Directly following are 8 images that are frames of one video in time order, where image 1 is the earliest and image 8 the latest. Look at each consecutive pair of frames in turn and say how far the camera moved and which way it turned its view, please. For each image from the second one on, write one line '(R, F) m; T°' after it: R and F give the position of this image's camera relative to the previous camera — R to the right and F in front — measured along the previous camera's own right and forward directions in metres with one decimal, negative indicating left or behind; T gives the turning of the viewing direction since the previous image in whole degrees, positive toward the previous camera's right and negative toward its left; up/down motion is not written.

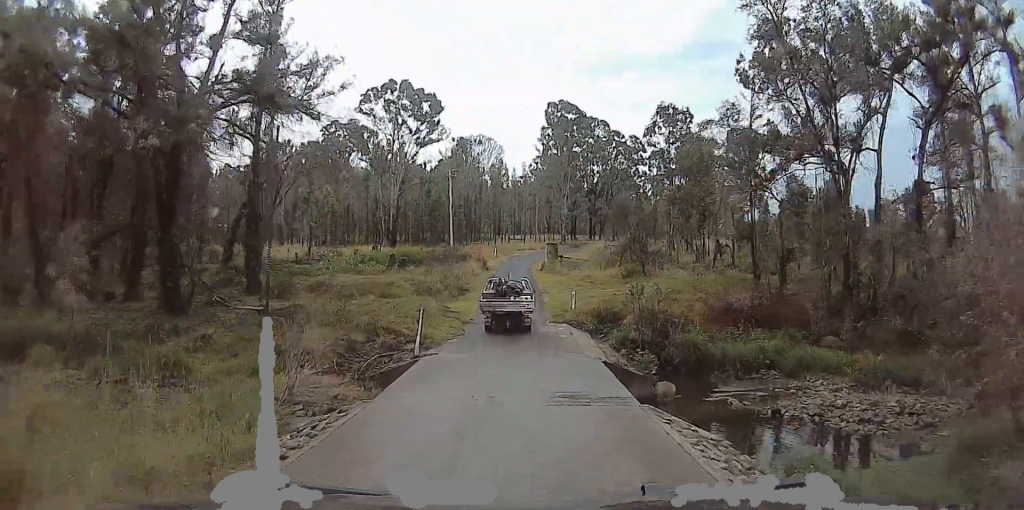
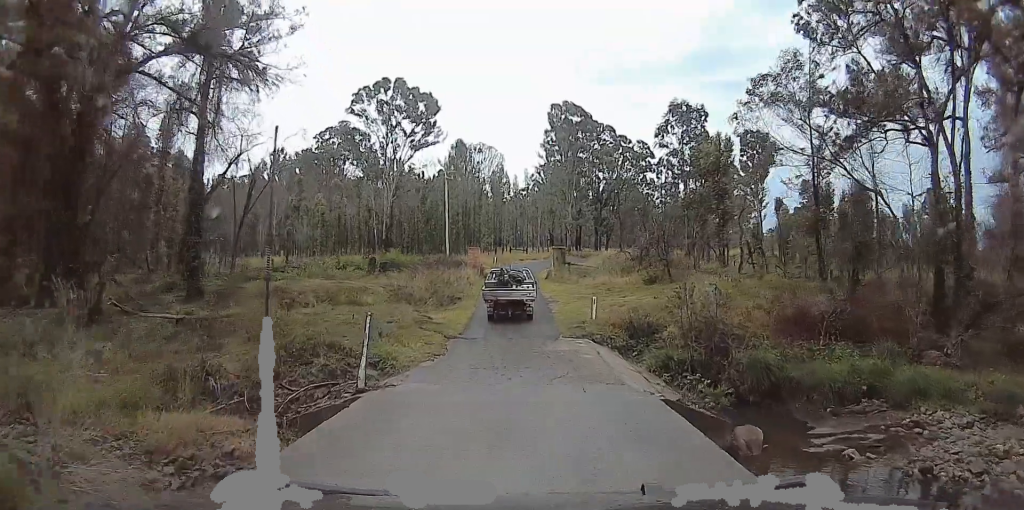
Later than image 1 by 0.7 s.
(+0.7, +7.3) m; -1°
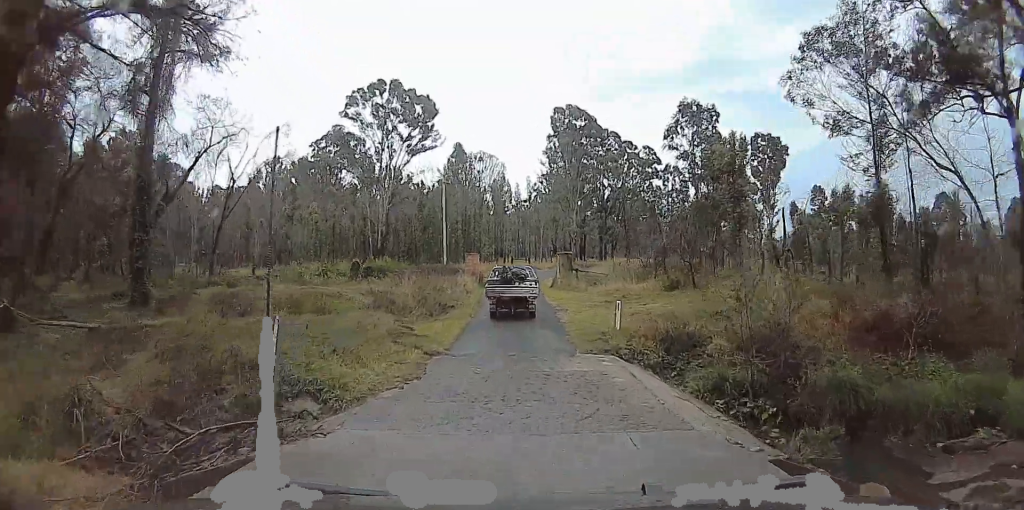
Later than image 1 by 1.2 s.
(-0.1, +4.9) m; -2°
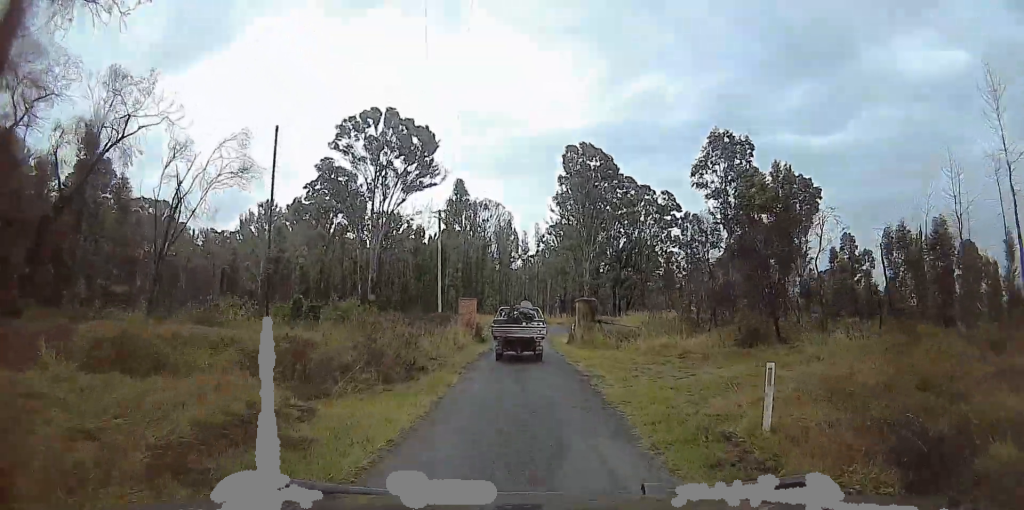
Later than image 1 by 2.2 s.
(-0.8, +10.0) m; -4°
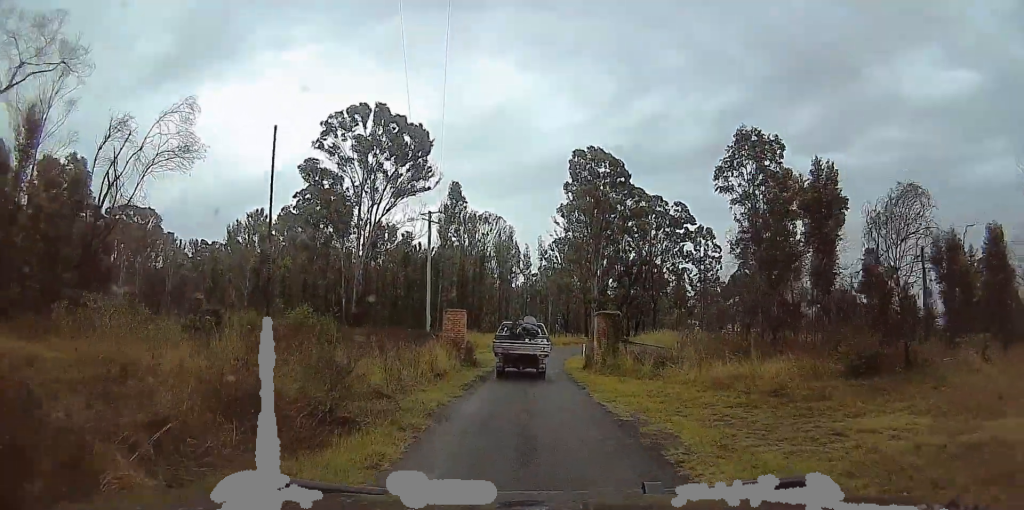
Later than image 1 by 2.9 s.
(-0.1, +7.9) m; +3°
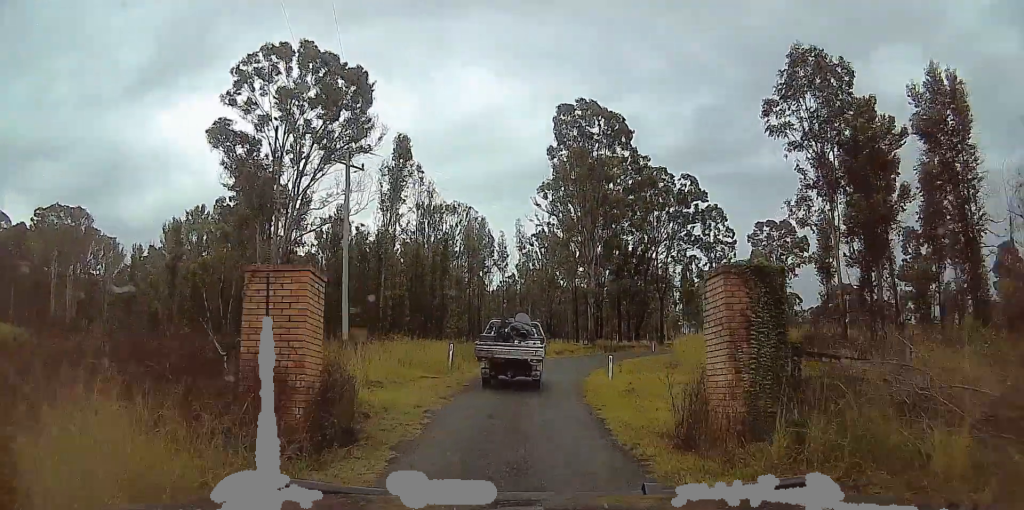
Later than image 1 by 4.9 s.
(+1.2, +19.4) m; +7°
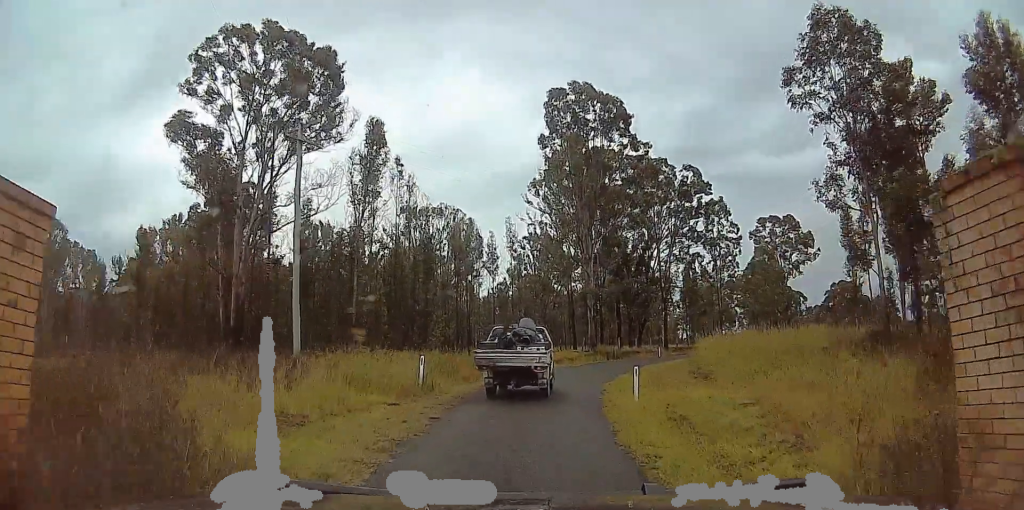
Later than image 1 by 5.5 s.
(+0.3, +6.4) m; +2°
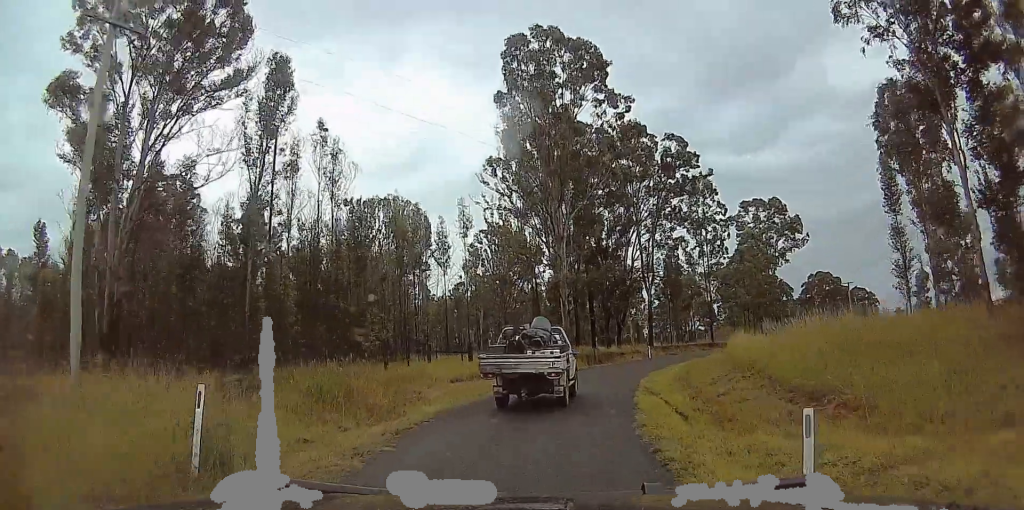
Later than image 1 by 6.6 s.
(+0.3, +12.1) m; +1°
